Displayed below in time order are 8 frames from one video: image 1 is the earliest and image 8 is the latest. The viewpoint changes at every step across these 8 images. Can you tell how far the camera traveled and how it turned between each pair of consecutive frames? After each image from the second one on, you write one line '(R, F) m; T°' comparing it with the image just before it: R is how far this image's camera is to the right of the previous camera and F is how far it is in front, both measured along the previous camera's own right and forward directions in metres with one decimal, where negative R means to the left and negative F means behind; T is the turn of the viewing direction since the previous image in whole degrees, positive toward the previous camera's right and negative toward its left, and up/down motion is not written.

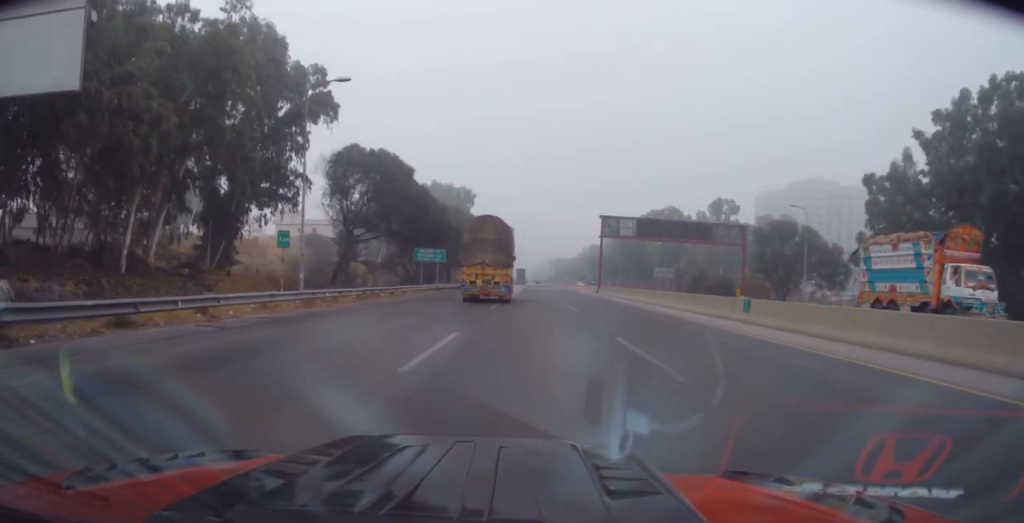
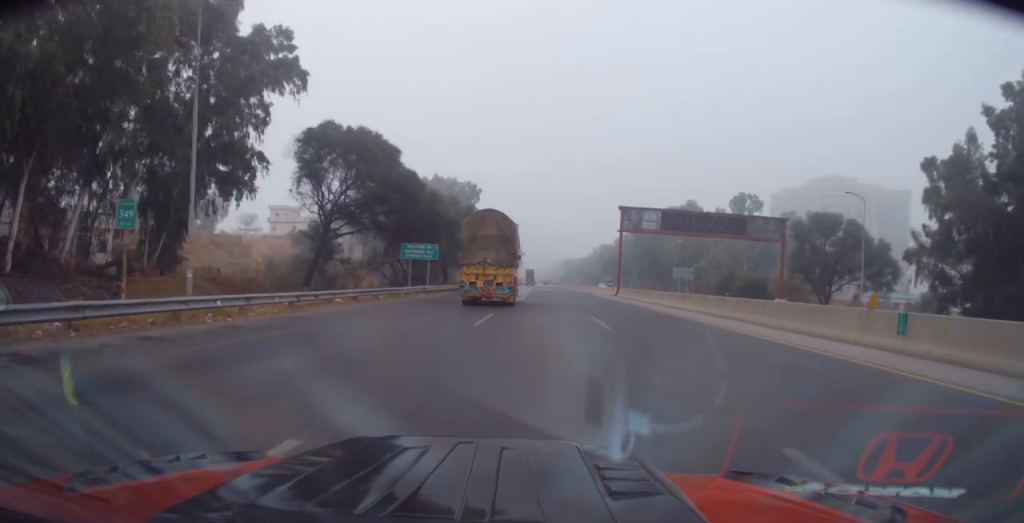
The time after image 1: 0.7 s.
(-0.3, +9.8) m; -1°
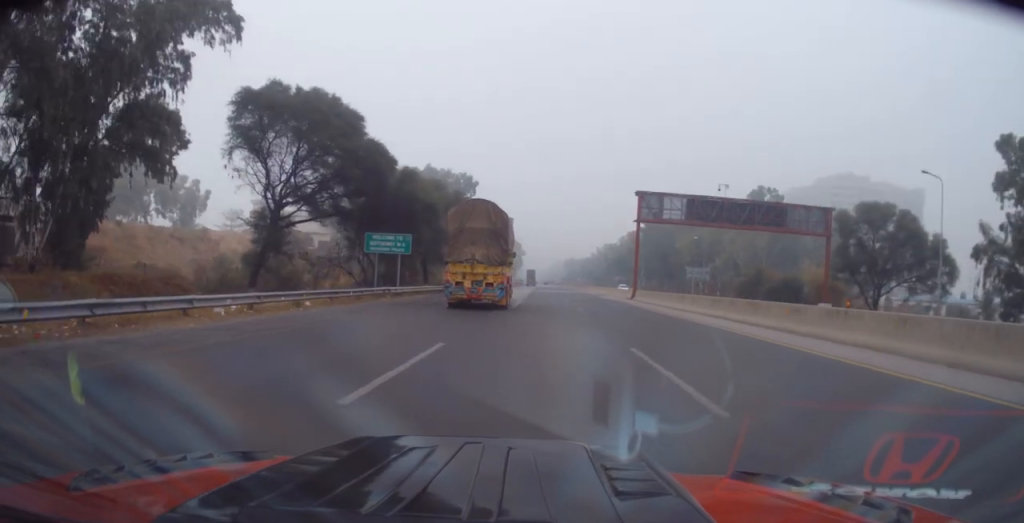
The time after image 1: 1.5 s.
(0.0, +11.0) m; 0°
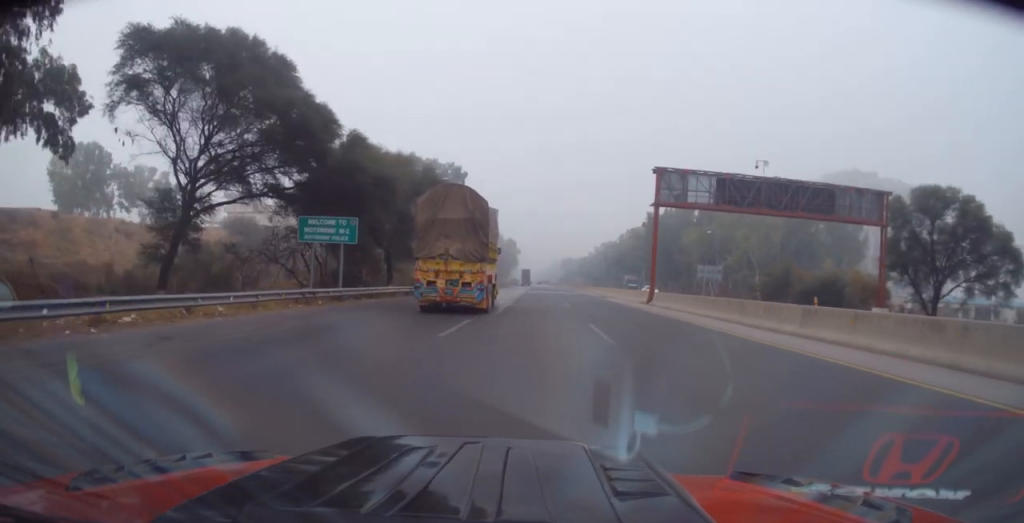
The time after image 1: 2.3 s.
(+0.1, +10.9) m; 0°
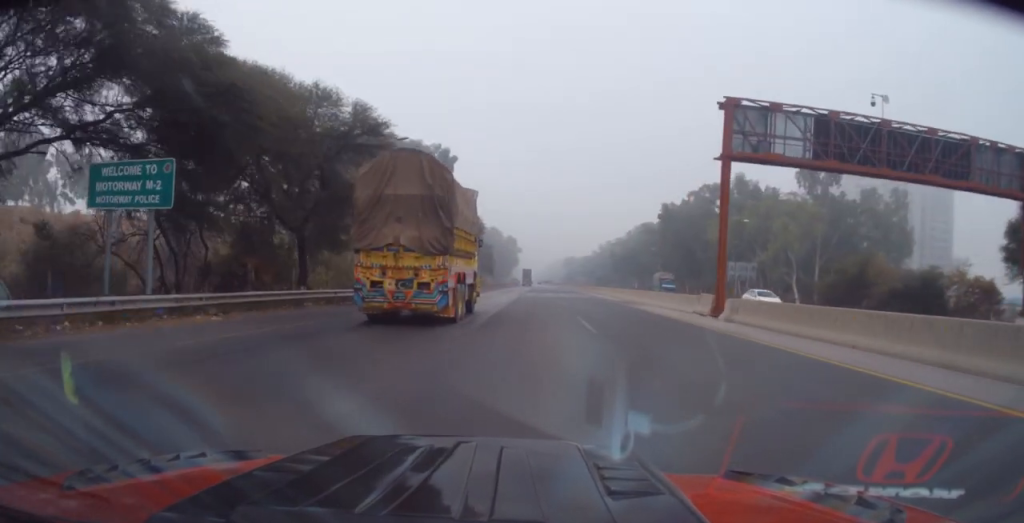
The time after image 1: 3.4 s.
(-0.2, +16.1) m; -1°
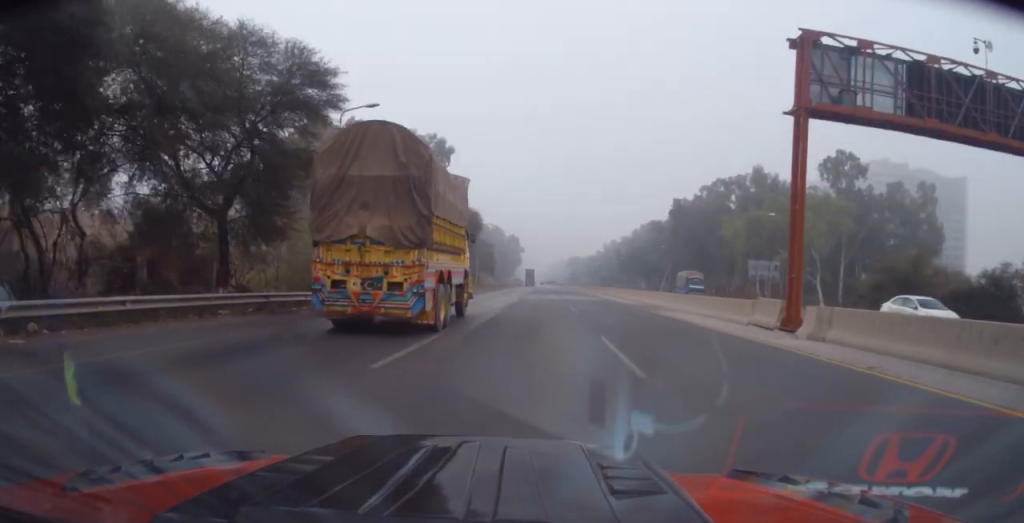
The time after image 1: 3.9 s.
(-0.2, +7.5) m; 0°
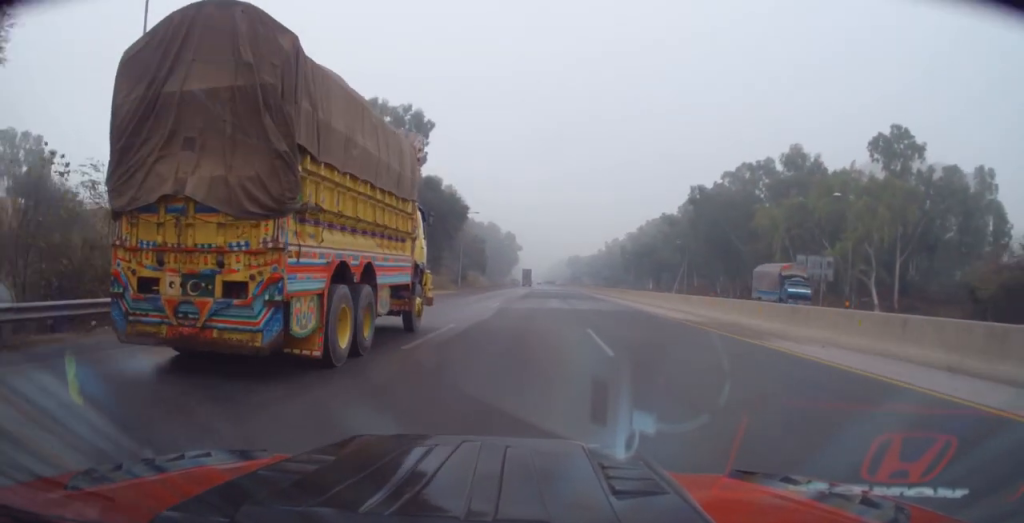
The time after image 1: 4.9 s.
(+0.2, +16.0) m; +2°
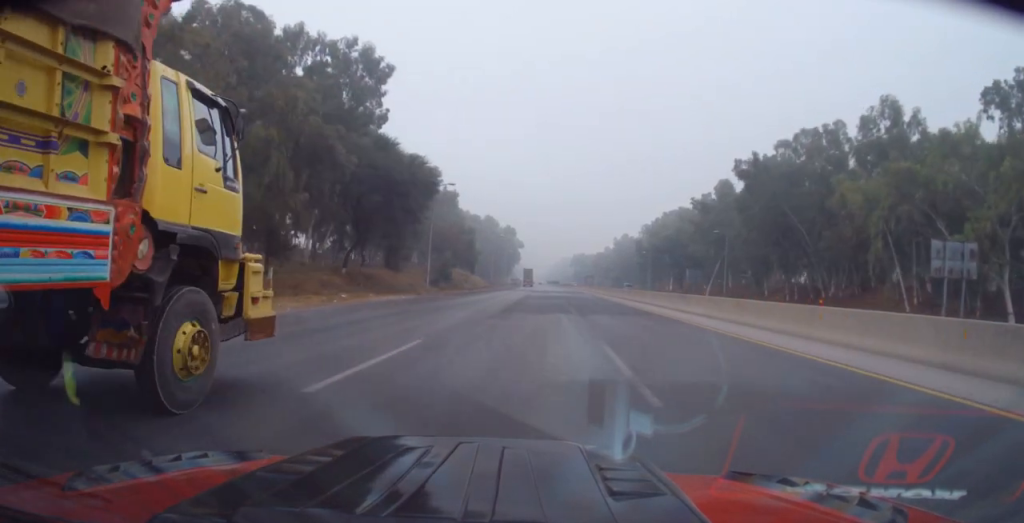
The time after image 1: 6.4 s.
(0.0, +23.2) m; -1°
